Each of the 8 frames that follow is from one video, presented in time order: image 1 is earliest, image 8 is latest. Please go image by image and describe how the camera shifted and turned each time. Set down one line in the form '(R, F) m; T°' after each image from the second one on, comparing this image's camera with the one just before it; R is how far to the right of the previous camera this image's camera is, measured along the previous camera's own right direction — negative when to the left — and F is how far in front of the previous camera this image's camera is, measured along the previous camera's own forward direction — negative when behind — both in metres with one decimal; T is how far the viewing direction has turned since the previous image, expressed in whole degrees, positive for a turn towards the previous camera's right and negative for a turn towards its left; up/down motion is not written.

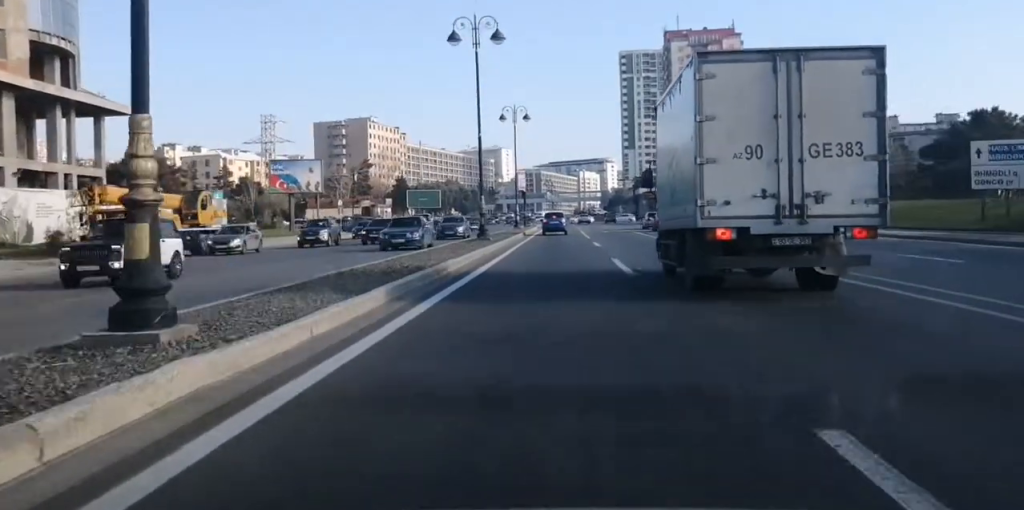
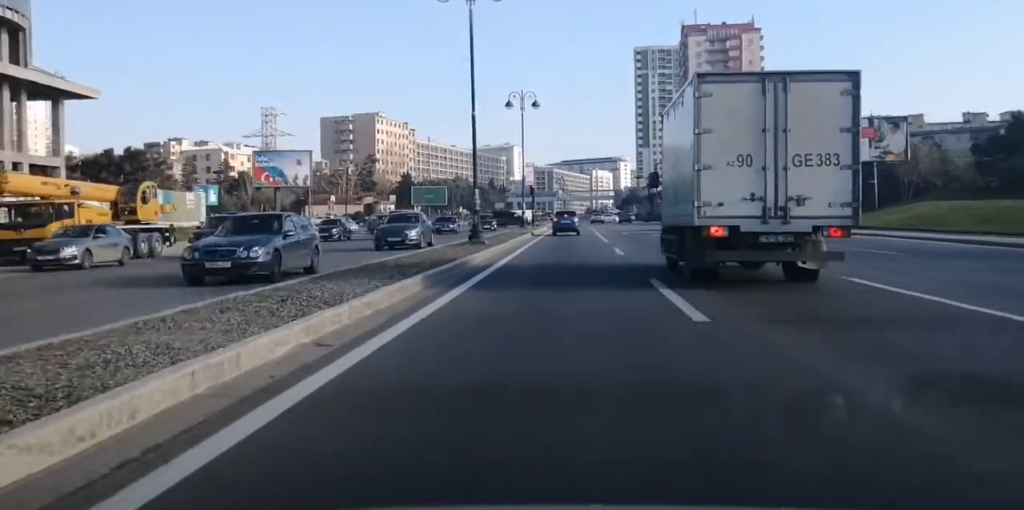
(-0.1, +8.6) m; 0°
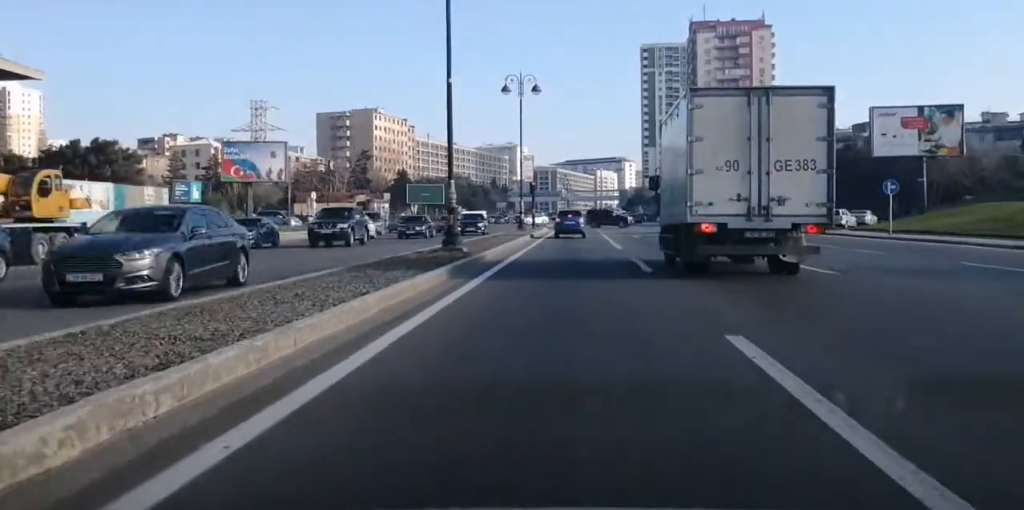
(0.0, +8.2) m; +1°
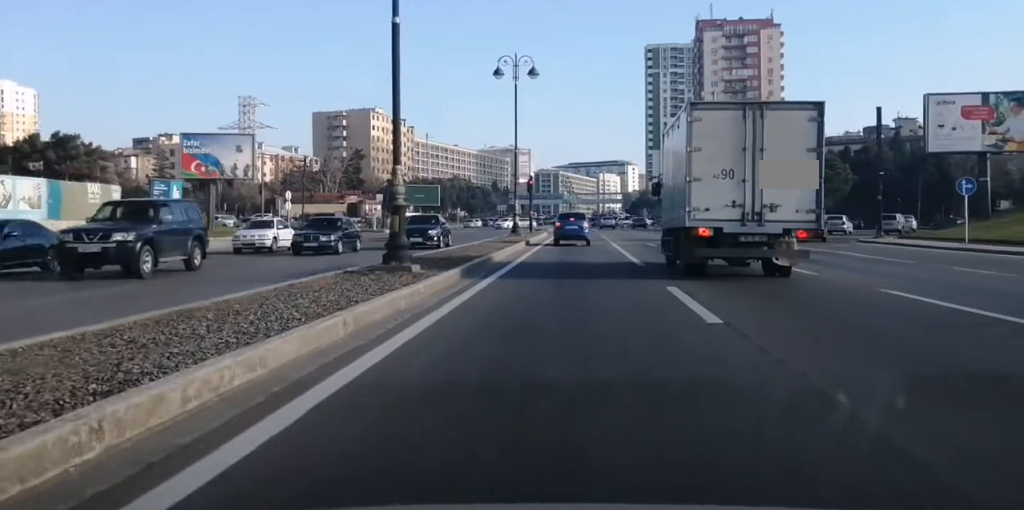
(+0.2, +8.3) m; -1°
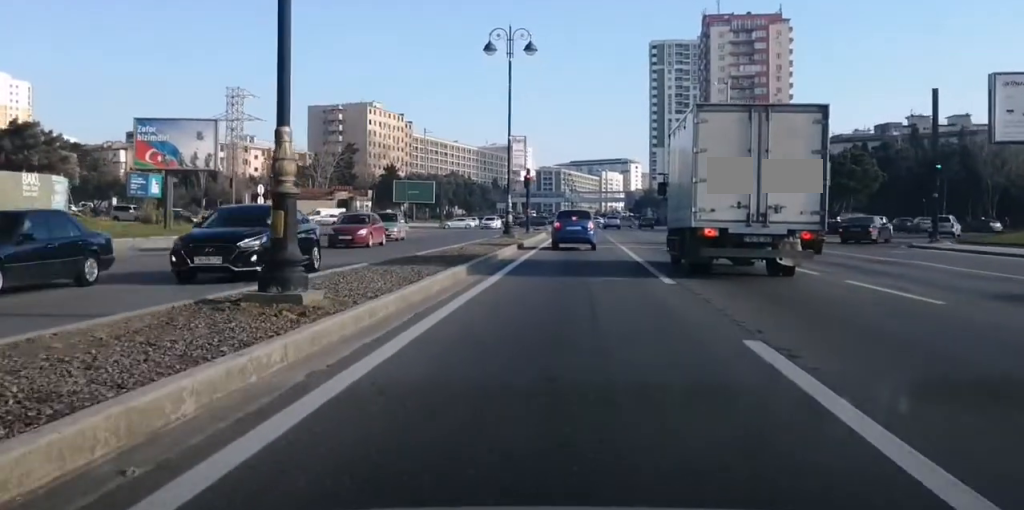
(-0.2, +6.9) m; -1°
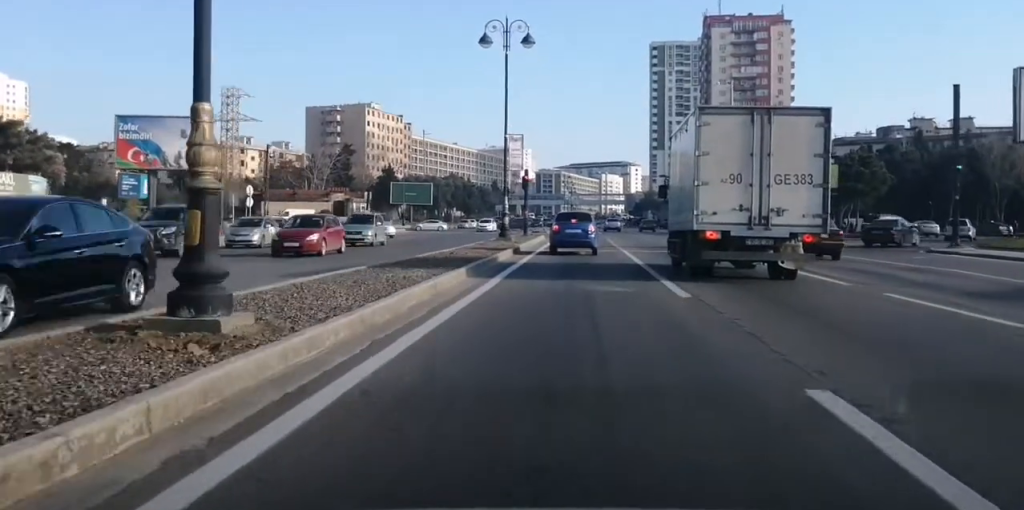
(+0.2, +2.4) m; 0°
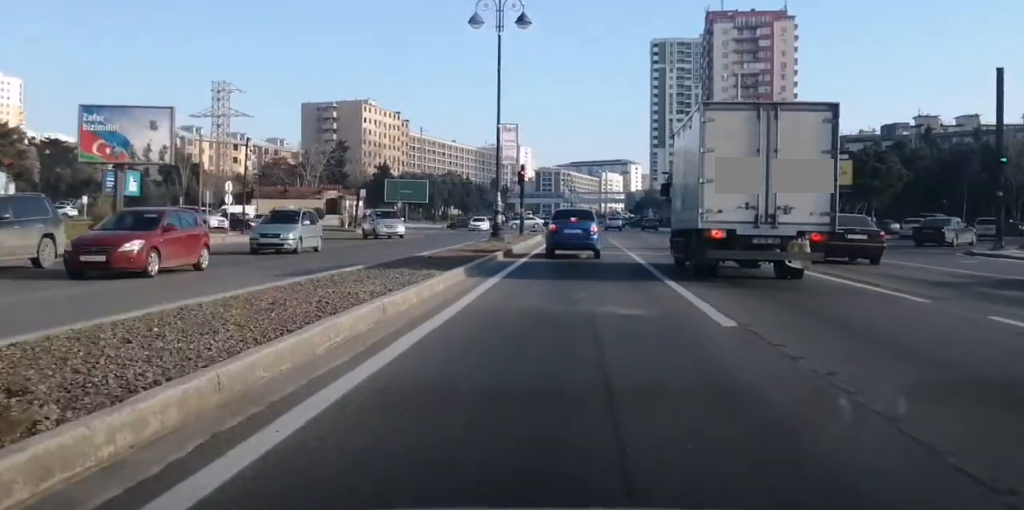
(-0.2, +3.9) m; -2°
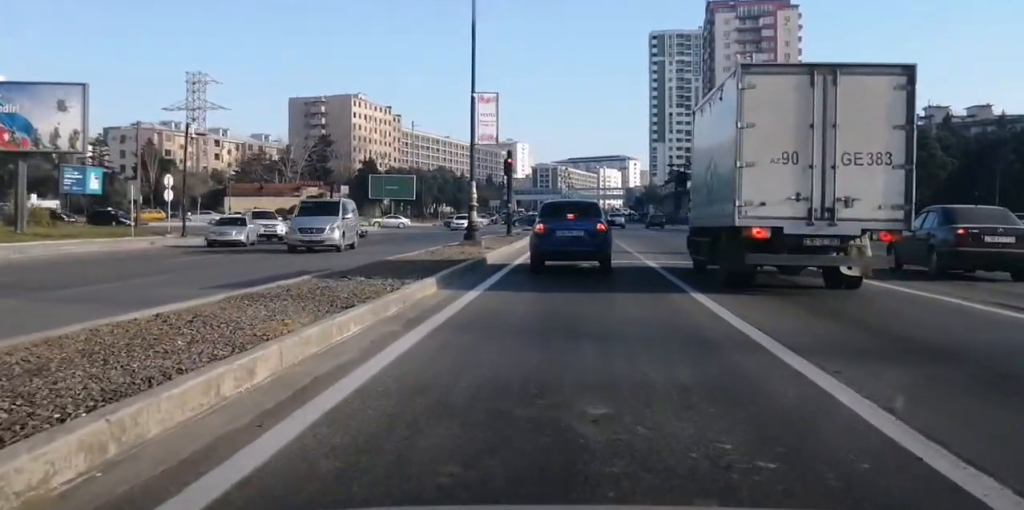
(-0.1, +8.7) m; +2°
